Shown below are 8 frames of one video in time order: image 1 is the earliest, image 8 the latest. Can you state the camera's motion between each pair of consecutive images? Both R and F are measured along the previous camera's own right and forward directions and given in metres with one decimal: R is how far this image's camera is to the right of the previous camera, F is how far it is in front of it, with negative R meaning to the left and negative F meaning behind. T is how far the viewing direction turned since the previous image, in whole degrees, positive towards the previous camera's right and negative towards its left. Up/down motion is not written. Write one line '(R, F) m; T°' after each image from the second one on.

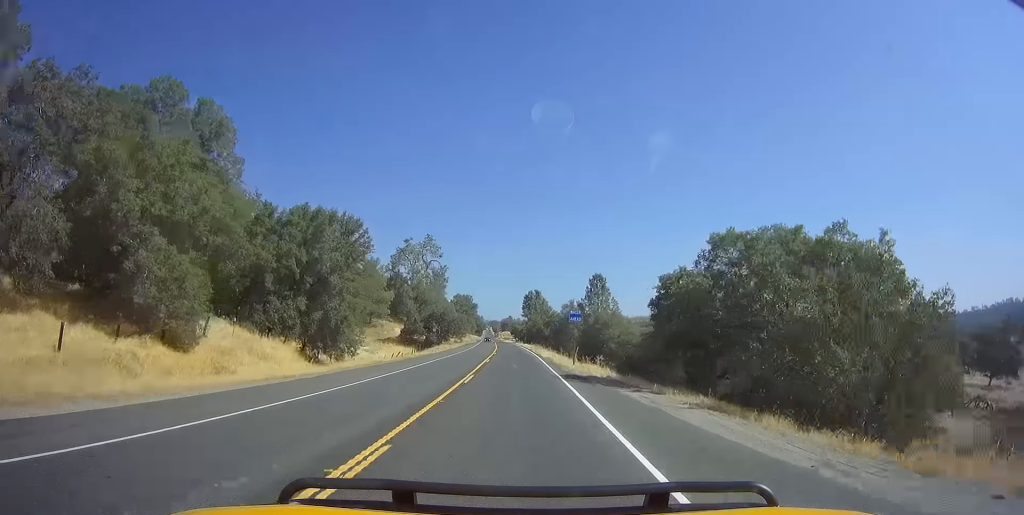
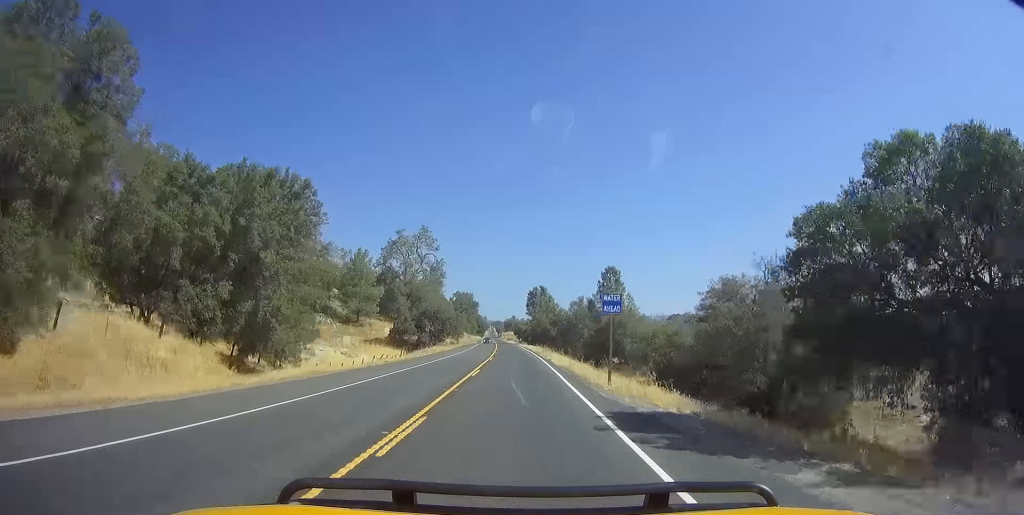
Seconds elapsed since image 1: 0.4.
(+0.1, +11.7) m; -1°
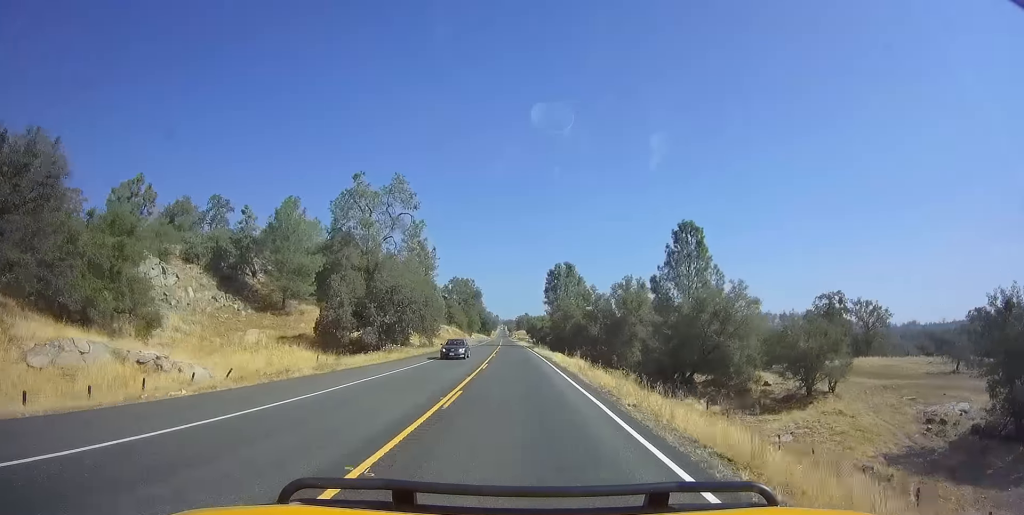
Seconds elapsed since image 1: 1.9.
(-1.0, +39.1) m; -2°
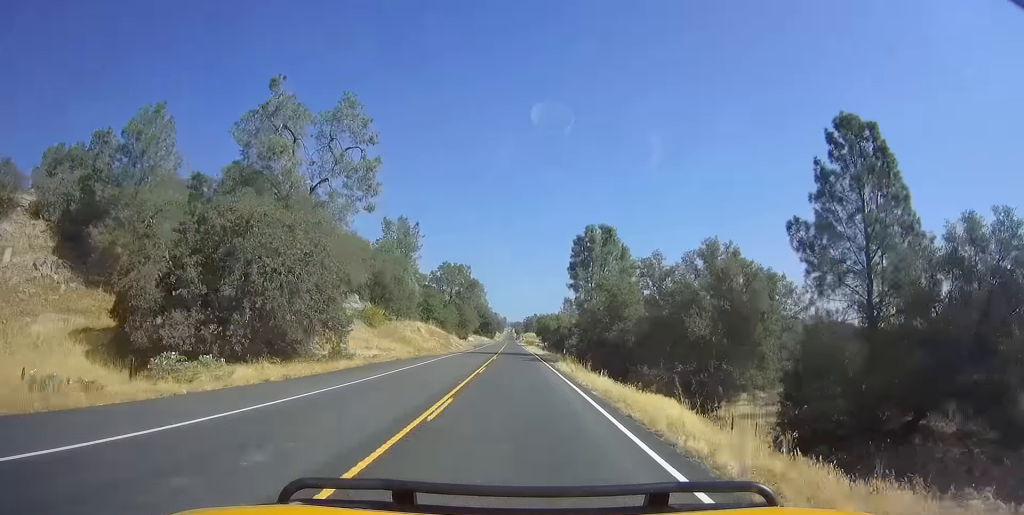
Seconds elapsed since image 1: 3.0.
(0.0, +31.1) m; -1°
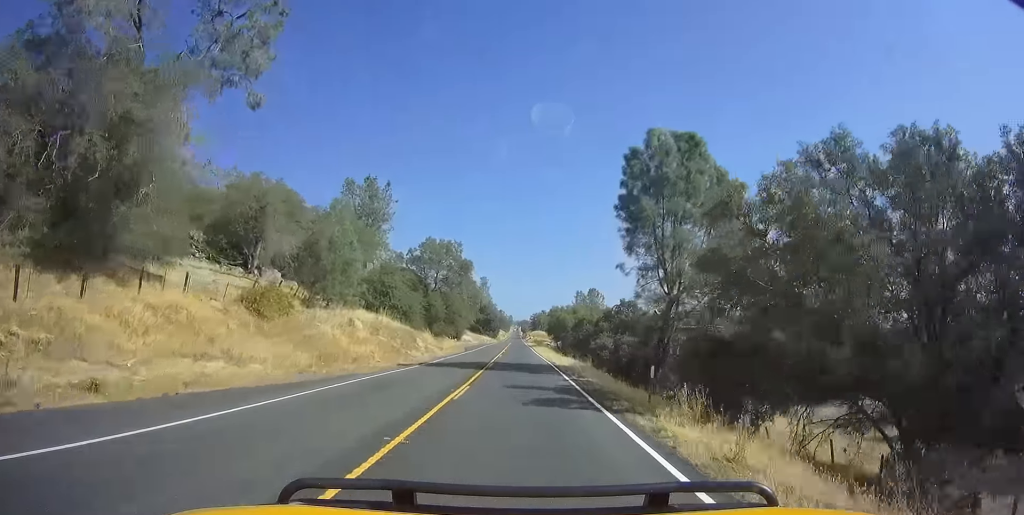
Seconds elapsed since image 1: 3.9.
(-0.2, +25.5) m; -1°
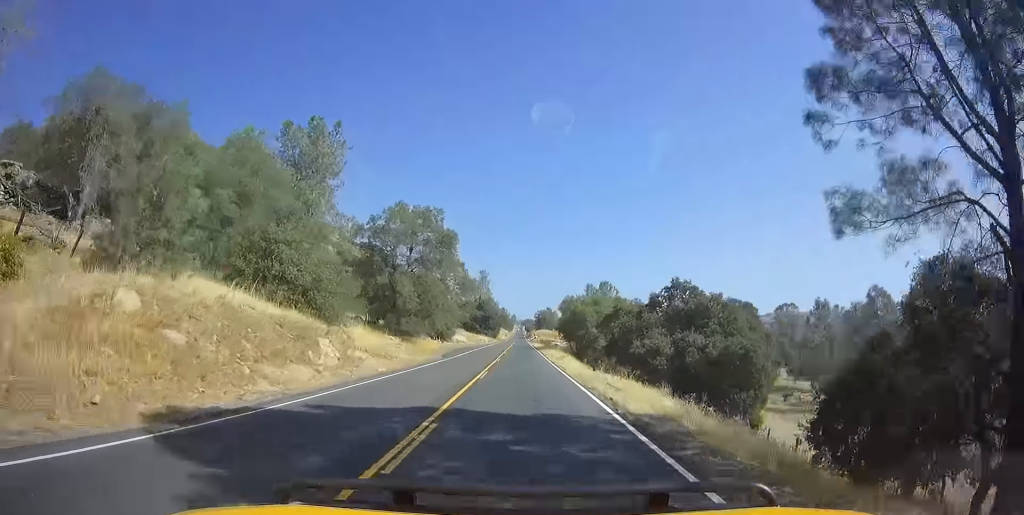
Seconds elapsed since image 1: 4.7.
(-0.4, +21.8) m; -1°
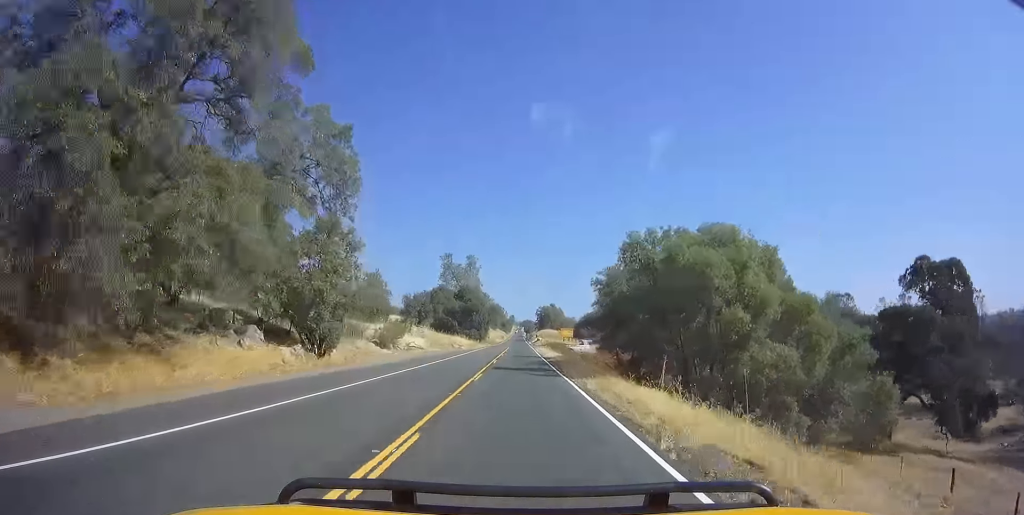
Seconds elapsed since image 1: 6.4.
(+0.9, +44.5) m; +1°
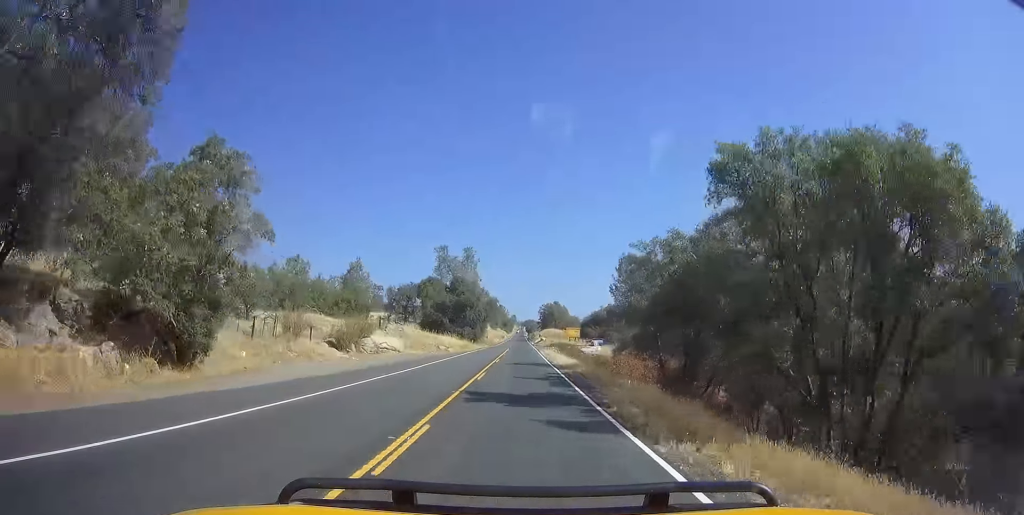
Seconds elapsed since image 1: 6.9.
(0.0, +13.6) m; 0°
